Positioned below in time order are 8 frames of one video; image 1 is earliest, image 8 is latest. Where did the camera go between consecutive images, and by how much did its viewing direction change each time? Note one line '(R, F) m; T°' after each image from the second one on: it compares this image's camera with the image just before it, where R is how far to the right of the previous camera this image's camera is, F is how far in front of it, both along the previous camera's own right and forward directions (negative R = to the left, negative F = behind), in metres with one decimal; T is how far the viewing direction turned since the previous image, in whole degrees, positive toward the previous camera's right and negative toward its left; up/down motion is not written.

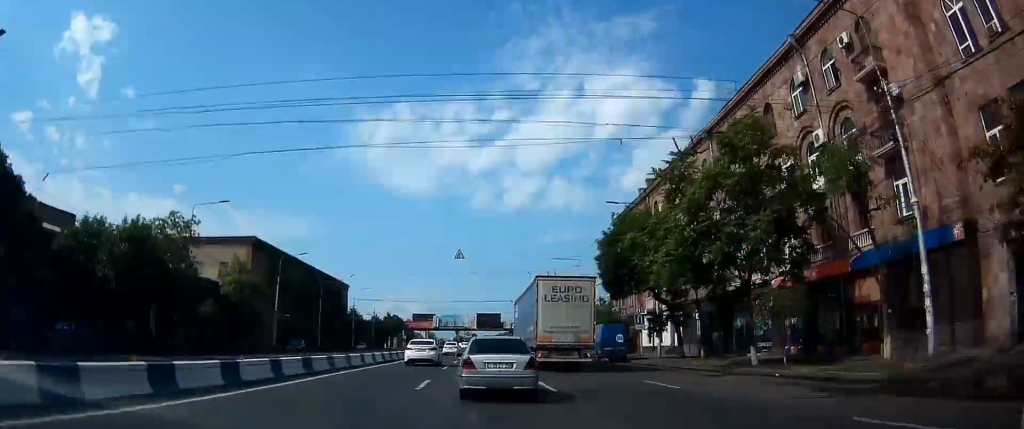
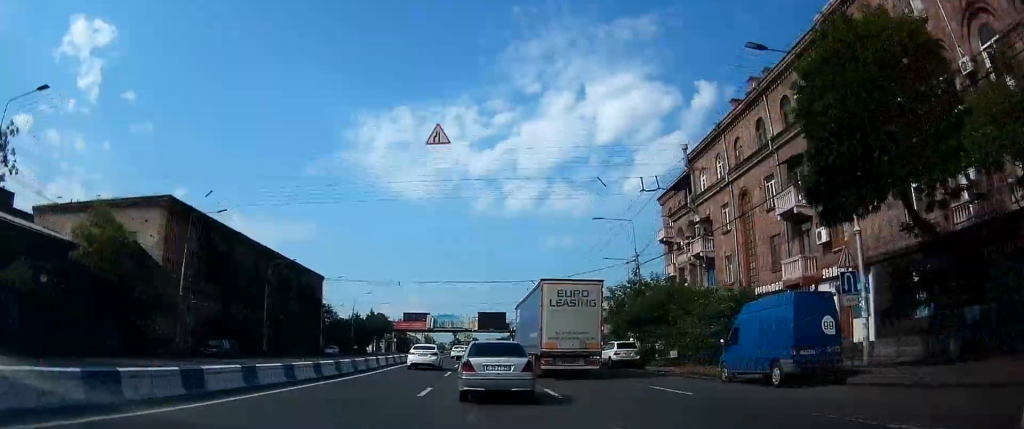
(-0.5, +26.4) m; -1°
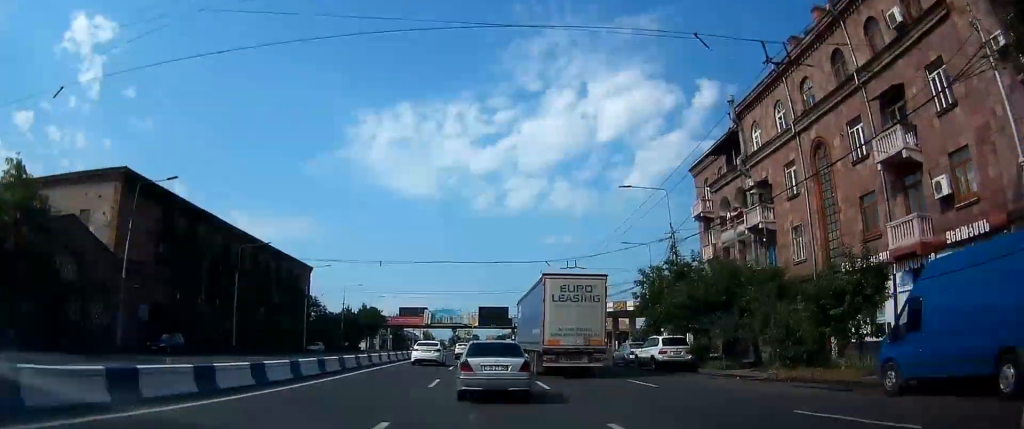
(0.0, +9.3) m; 0°
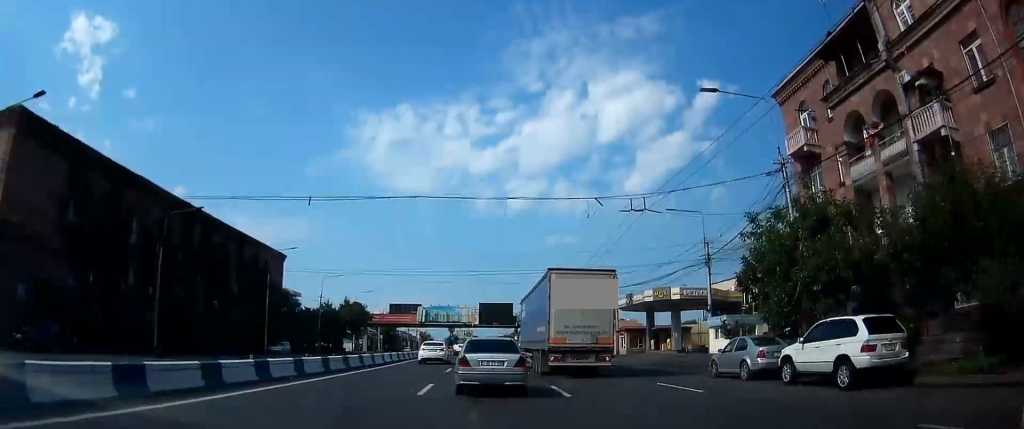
(+0.2, +16.2) m; 0°
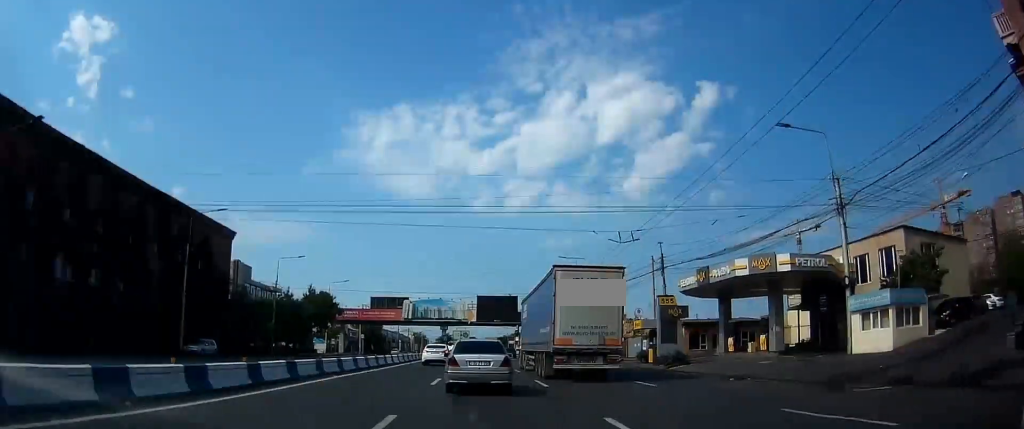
(-0.4, +20.7) m; 0°
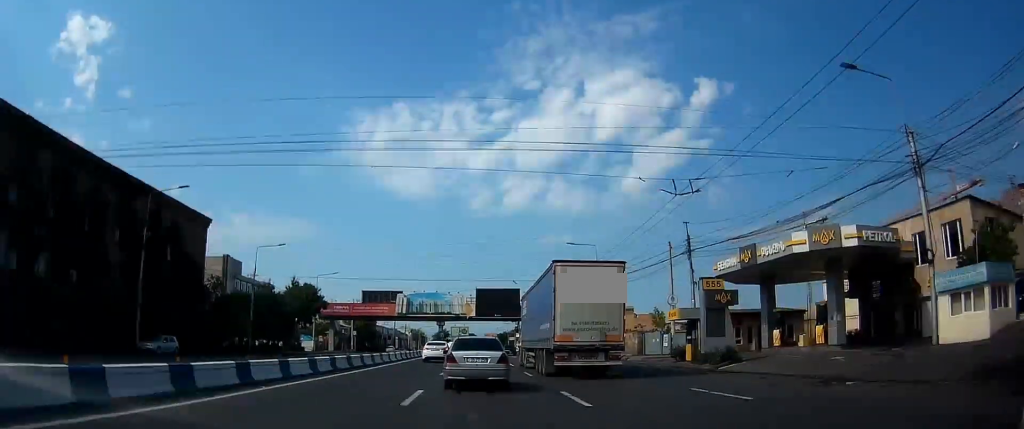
(-0.1, +7.3) m; +1°
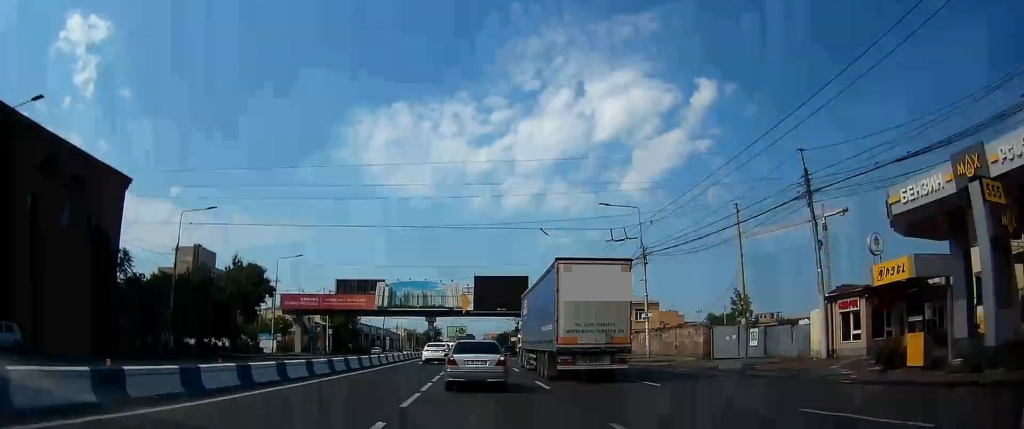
(+0.6, +18.4) m; +1°
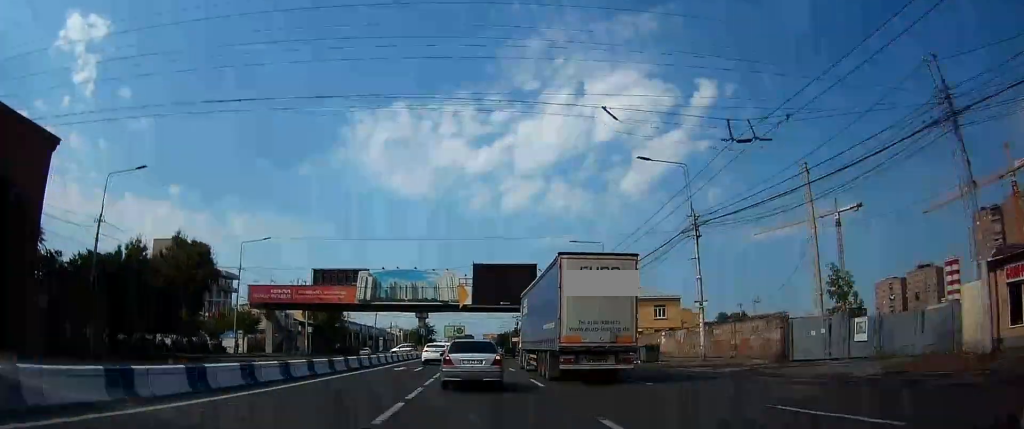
(-0.2, +11.4) m; -1°
